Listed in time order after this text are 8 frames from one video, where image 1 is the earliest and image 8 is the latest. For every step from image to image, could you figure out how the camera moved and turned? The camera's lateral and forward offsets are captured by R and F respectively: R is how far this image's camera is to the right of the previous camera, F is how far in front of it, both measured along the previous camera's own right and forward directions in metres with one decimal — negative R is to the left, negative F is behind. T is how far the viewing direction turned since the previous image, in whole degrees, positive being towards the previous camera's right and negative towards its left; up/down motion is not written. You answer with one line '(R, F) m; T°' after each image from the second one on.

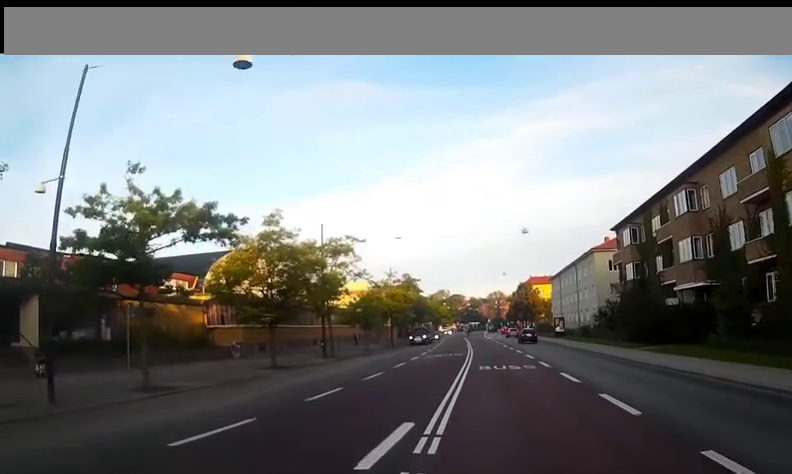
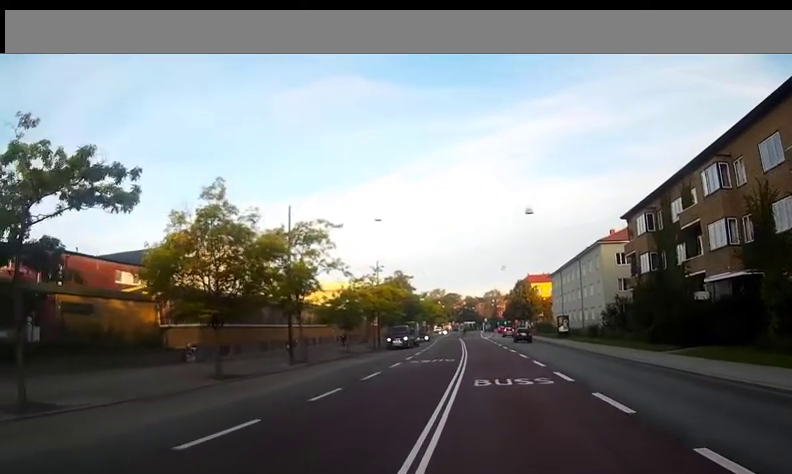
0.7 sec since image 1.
(0.0, +6.2) m; 0°
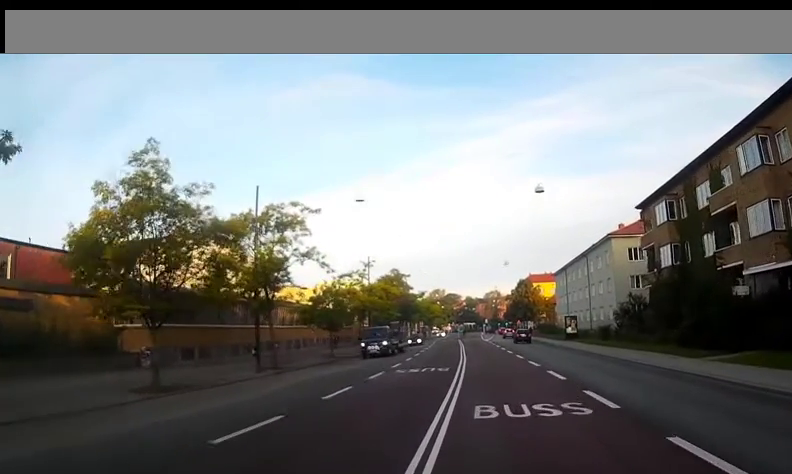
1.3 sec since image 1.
(+0.3, +5.3) m; -2°
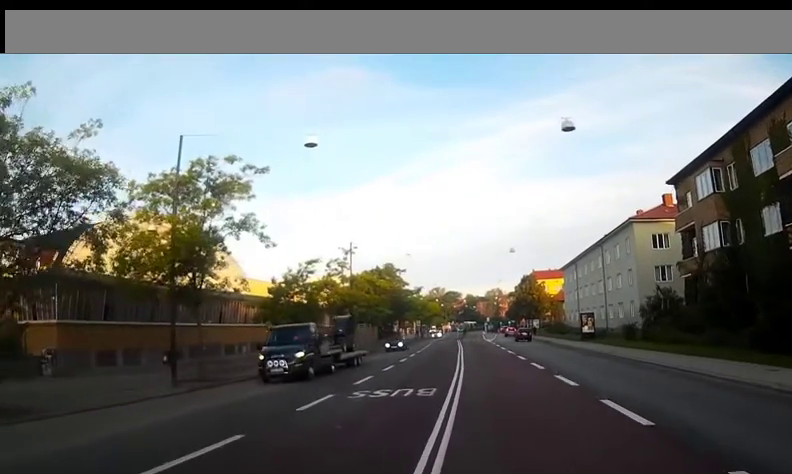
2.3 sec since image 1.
(-0.7, +8.1) m; -6°
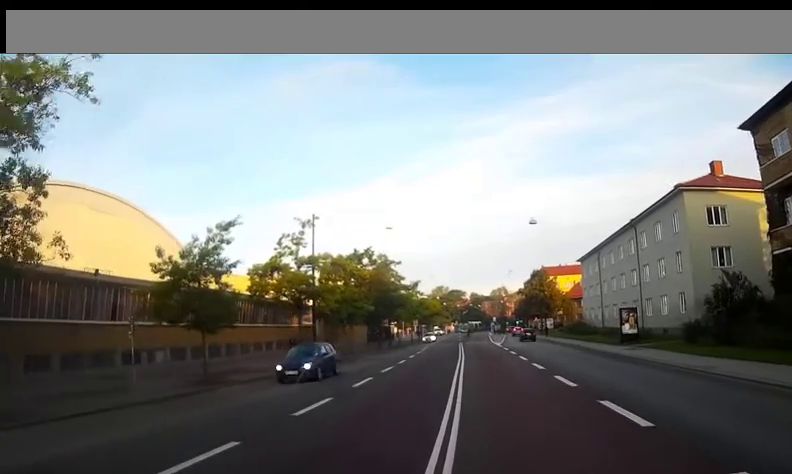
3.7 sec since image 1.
(-0.1, +11.9) m; 0°
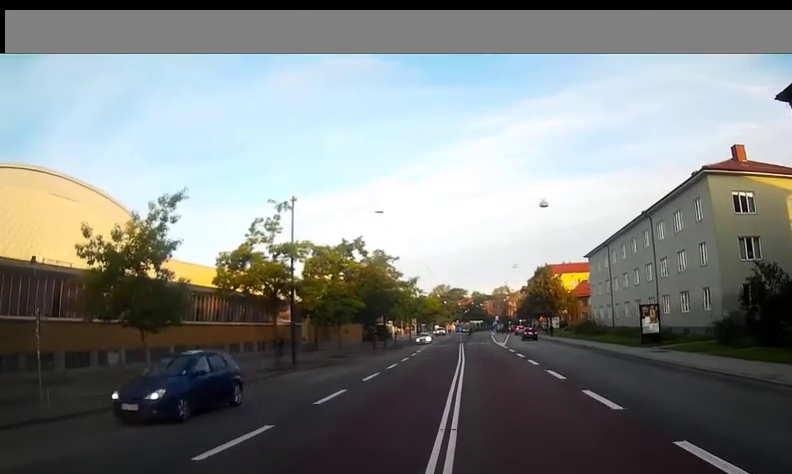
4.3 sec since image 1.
(+0.1, +4.3) m; 0°
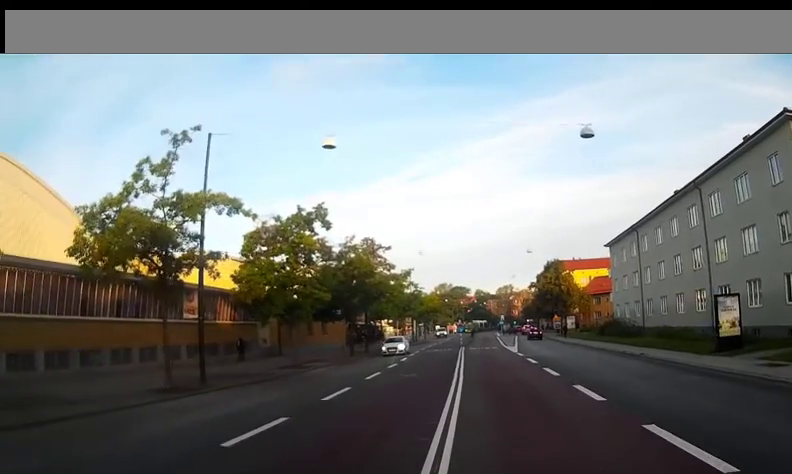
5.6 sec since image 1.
(-0.2, +10.8) m; 0°
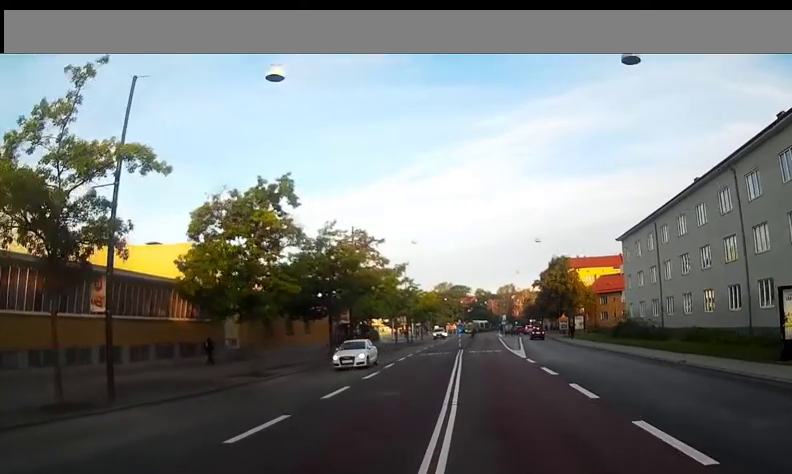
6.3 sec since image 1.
(+0.1, +5.6) m; 0°
